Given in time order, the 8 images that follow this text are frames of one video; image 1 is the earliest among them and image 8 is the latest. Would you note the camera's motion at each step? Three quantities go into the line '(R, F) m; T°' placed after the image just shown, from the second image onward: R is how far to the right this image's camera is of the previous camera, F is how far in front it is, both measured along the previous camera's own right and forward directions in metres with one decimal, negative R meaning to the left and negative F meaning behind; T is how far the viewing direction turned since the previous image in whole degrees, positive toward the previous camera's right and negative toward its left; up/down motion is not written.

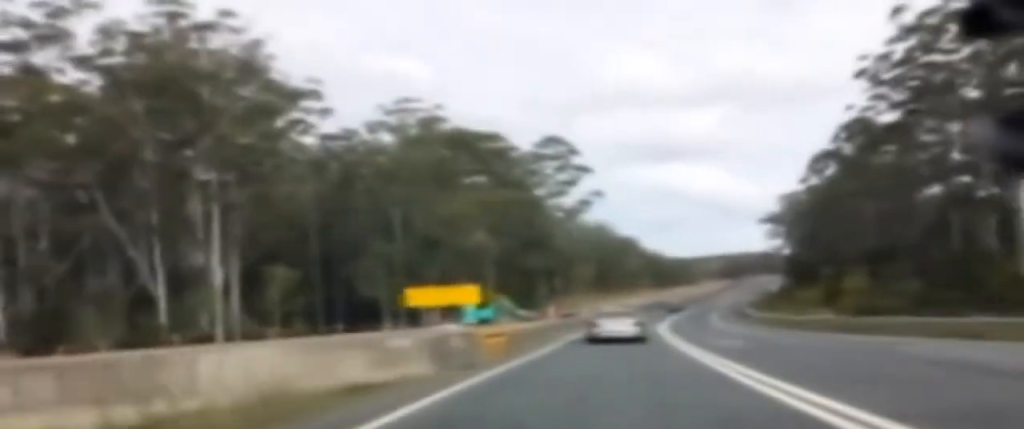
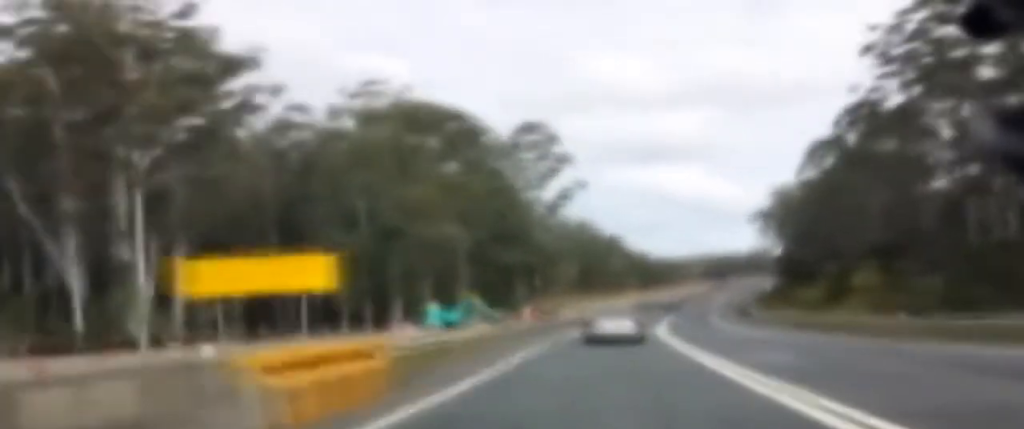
(-0.1, +11.9) m; +3°
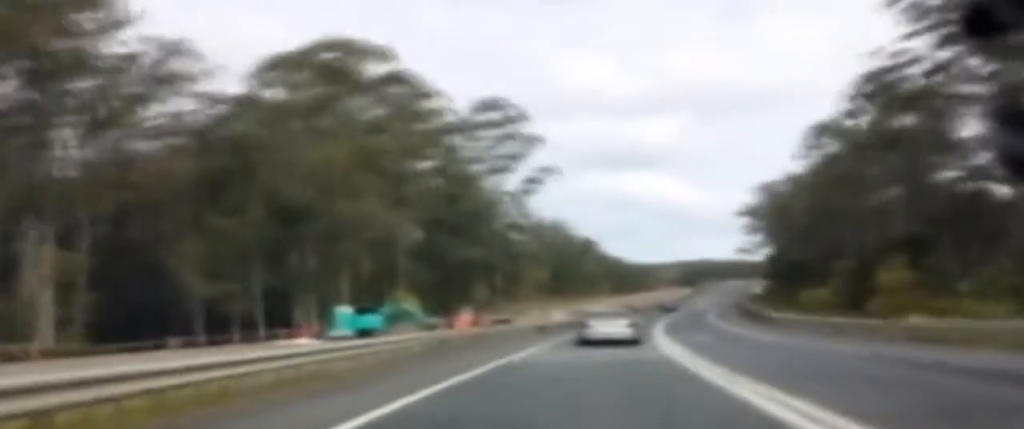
(+1.2, +20.0) m; +6°
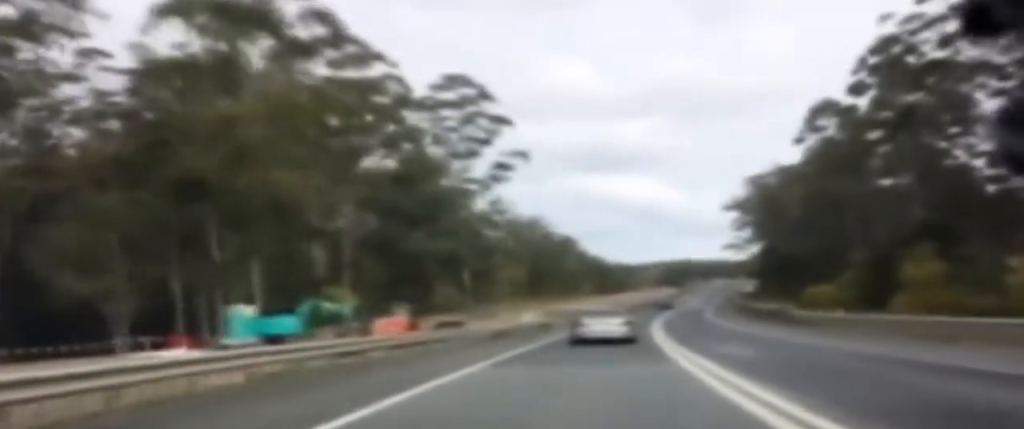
(+0.5, +13.2) m; +1°
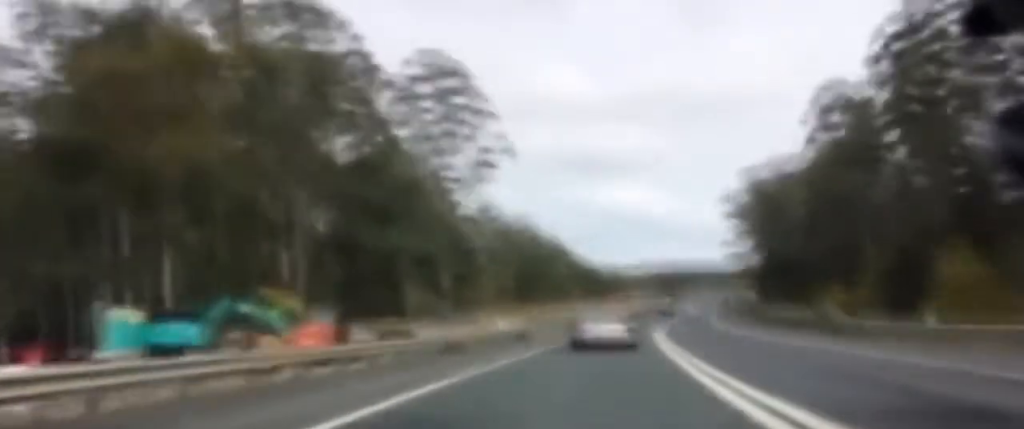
(+0.1, +10.2) m; 0°
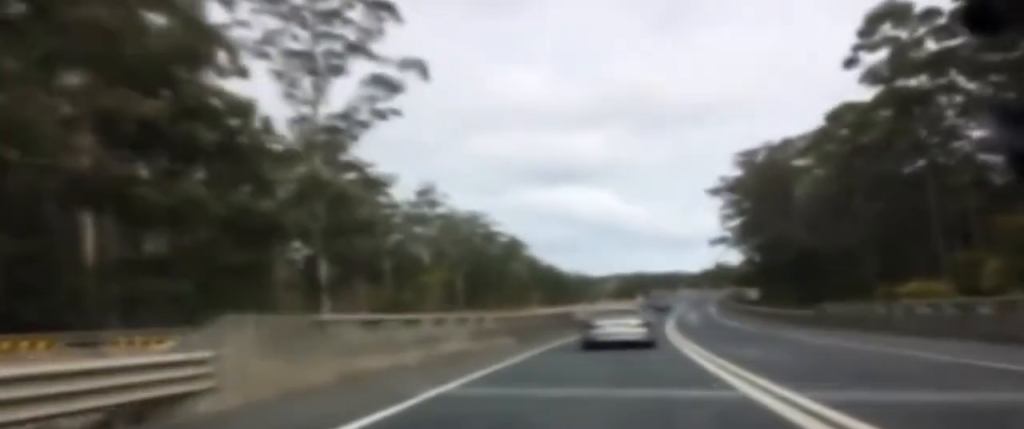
(-0.2, +33.9) m; 0°
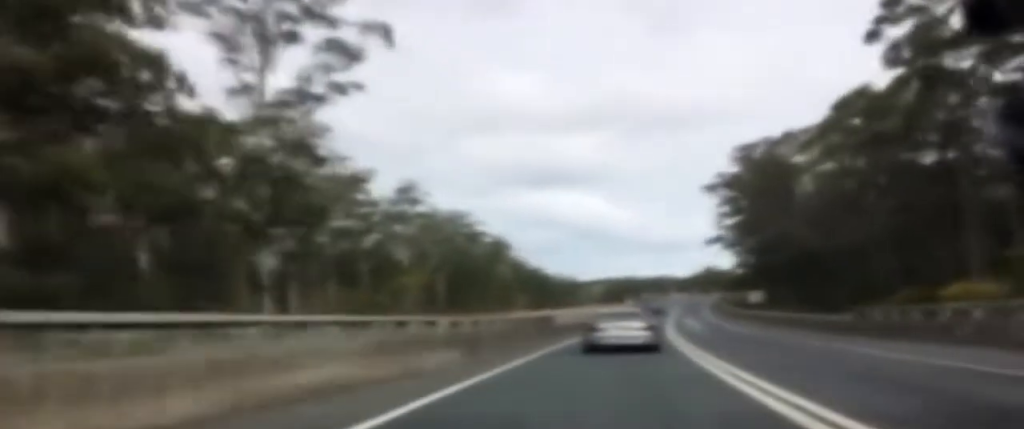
(0.0, +9.6) m; -1°
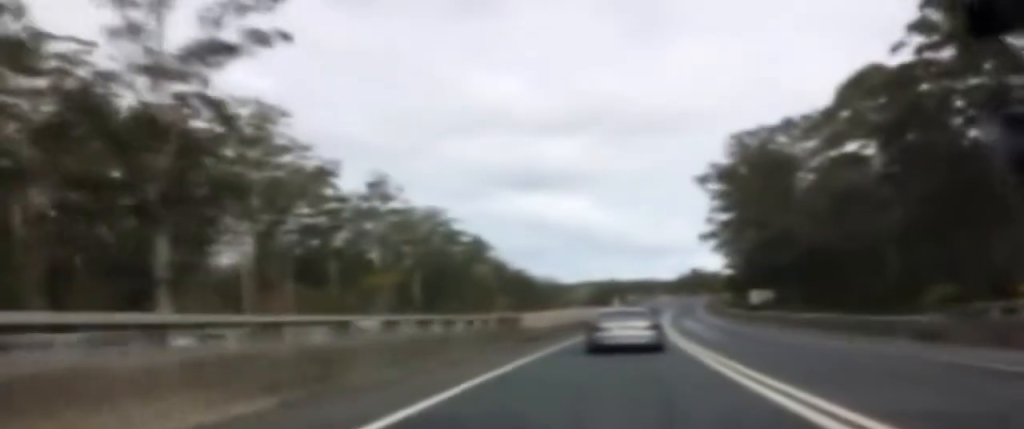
(0.0, +12.1) m; -1°
